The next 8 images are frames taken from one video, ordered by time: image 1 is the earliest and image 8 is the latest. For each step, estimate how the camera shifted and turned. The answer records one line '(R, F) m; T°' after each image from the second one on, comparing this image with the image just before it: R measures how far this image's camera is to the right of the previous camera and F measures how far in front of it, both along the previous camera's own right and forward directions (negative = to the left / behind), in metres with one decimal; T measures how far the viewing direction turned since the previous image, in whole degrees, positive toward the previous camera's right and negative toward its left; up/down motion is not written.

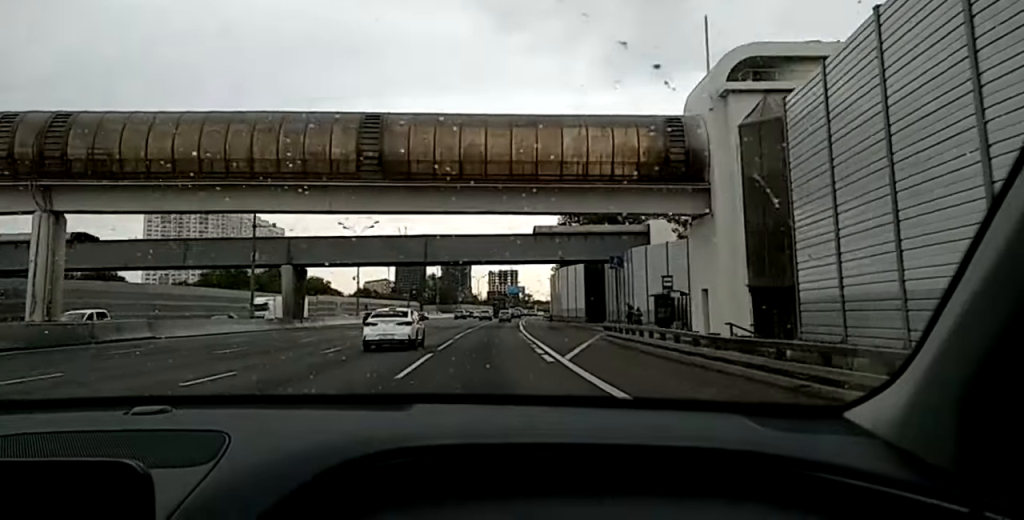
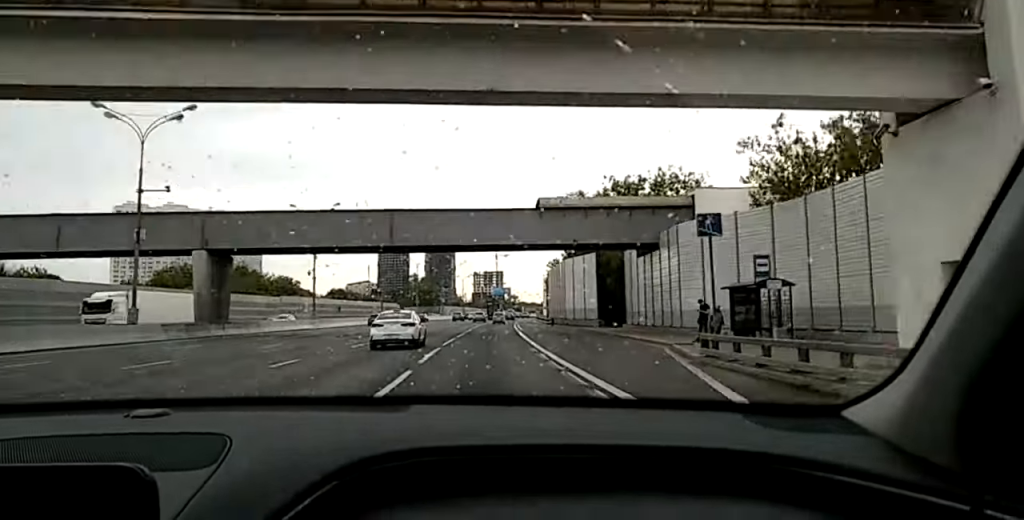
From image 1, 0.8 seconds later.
(+0.1, +18.2) m; -1°
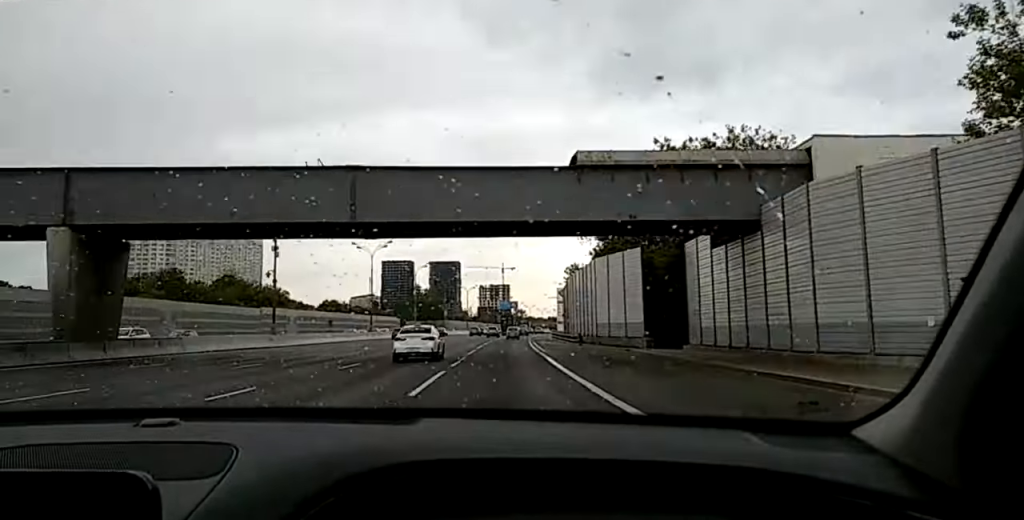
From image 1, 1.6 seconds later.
(-0.2, +18.1) m; -1°
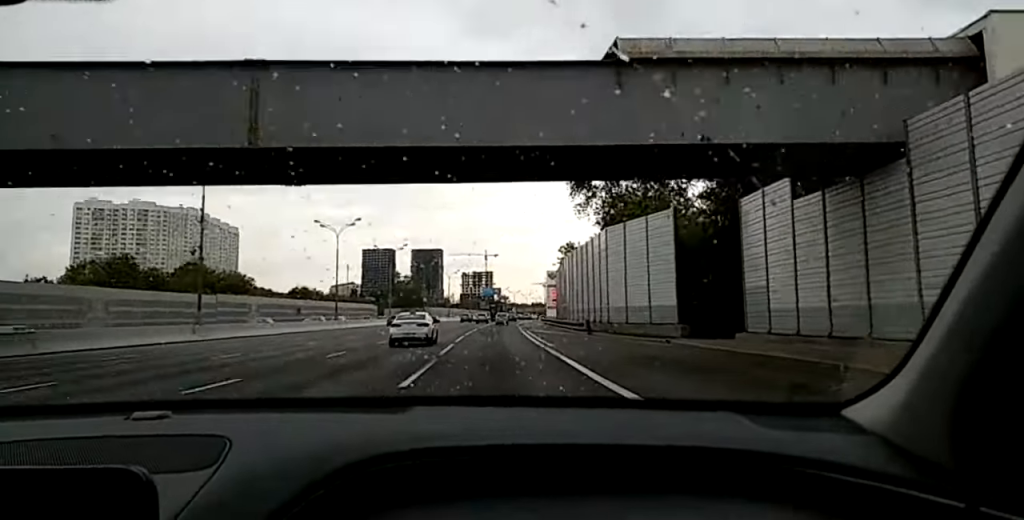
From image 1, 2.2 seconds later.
(-0.1, +12.6) m; 0°
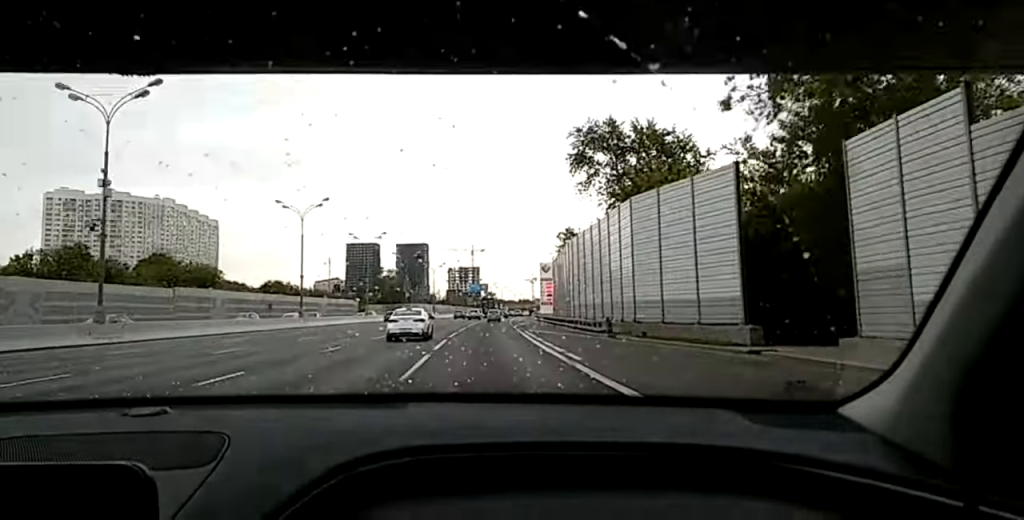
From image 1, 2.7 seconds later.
(-0.1, +11.7) m; 0°
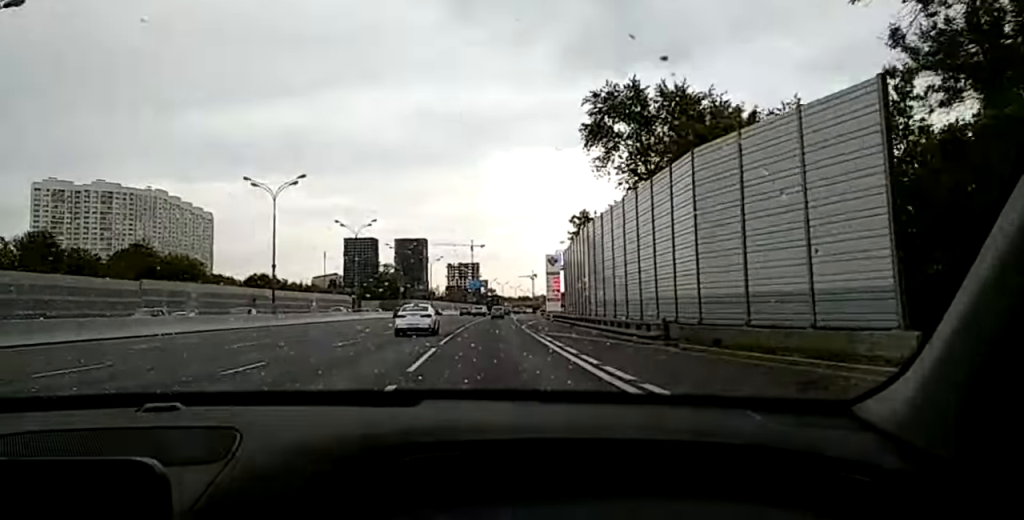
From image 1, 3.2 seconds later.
(+0.1, +11.0) m; 0°
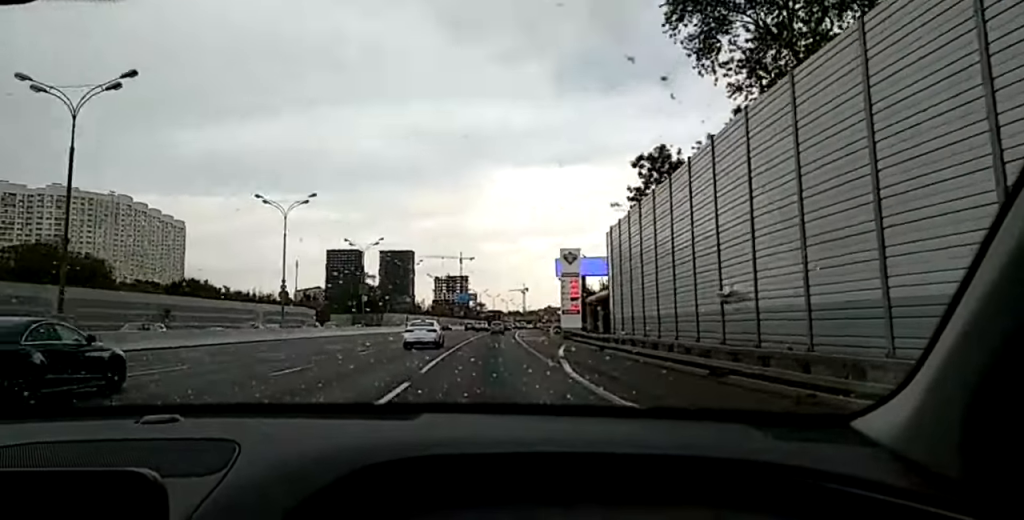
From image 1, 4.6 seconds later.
(+0.3, +33.2) m; +1°
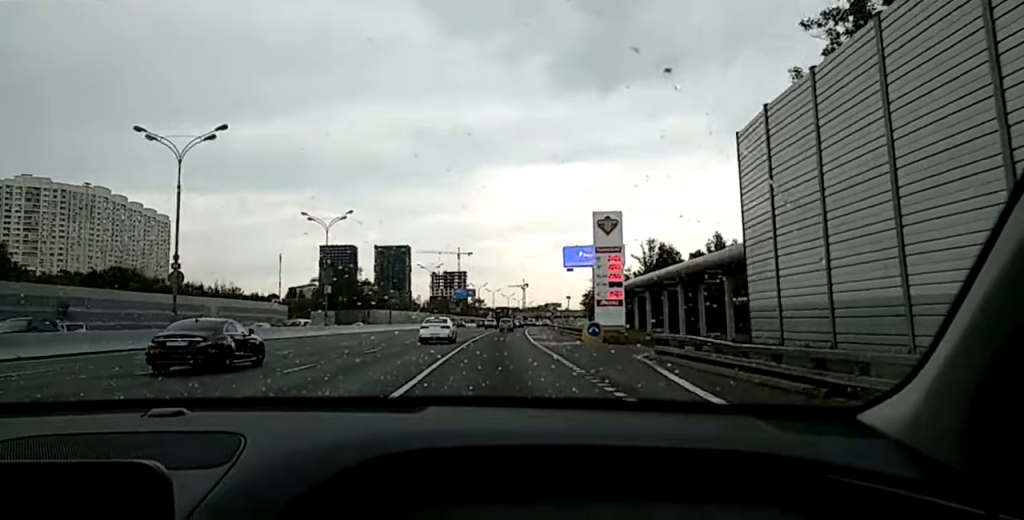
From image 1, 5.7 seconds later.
(0.0, +25.6) m; -1°
